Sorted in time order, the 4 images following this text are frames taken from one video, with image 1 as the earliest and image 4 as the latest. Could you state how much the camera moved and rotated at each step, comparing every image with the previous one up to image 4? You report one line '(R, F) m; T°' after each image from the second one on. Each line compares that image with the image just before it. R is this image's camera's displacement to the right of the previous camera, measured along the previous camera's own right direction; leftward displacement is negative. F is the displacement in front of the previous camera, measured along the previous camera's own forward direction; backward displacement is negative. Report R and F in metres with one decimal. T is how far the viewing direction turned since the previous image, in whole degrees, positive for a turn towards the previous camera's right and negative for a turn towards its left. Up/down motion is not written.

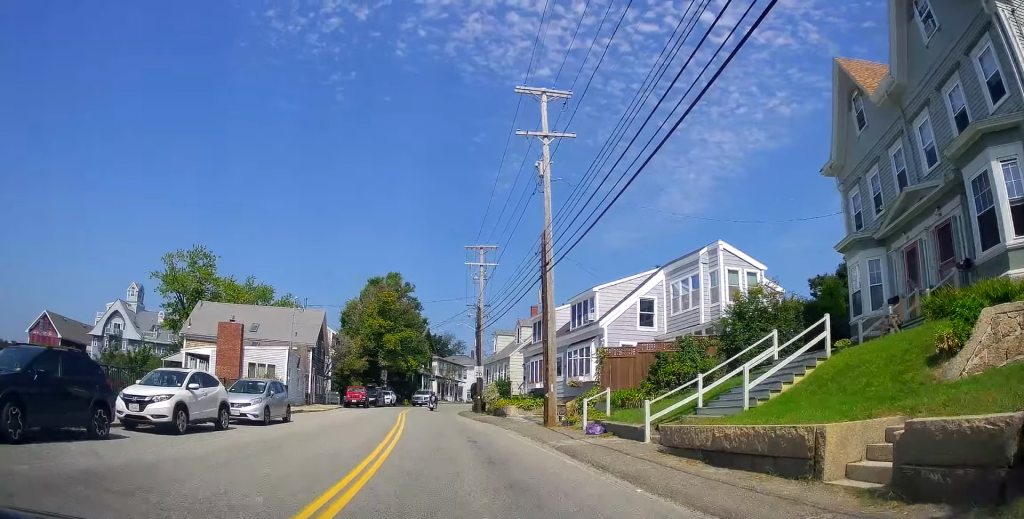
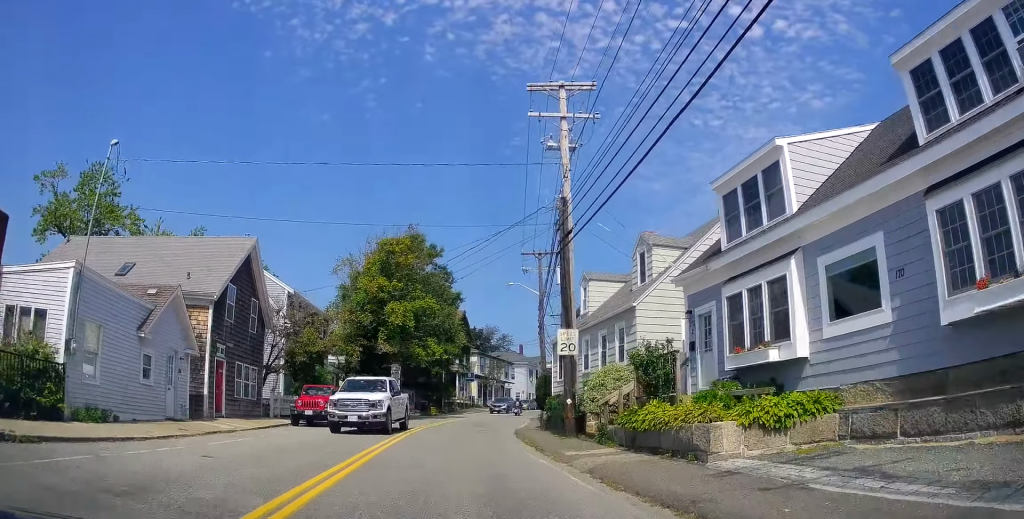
(-1.8, +26.7) m; -4°
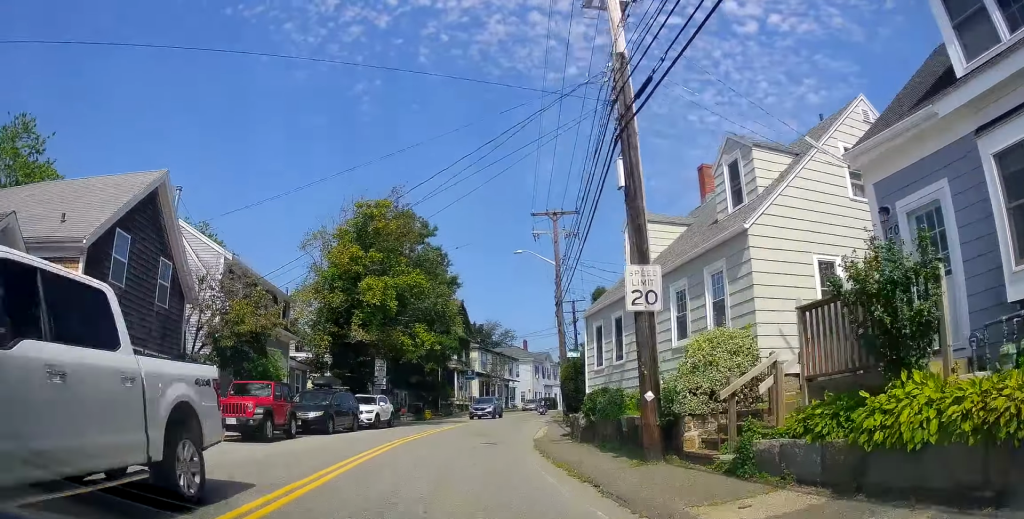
(0.0, +9.2) m; 0°
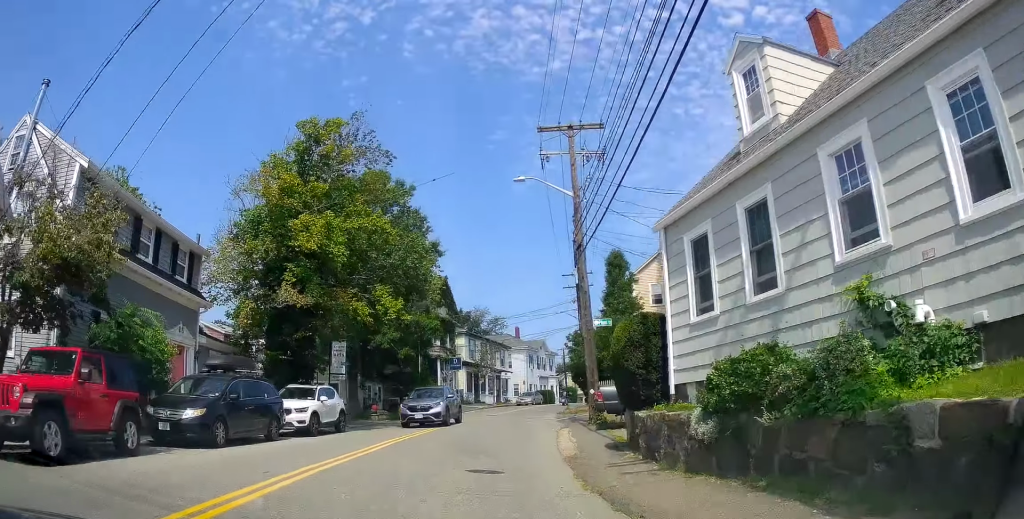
(0.0, +10.1) m; +2°
